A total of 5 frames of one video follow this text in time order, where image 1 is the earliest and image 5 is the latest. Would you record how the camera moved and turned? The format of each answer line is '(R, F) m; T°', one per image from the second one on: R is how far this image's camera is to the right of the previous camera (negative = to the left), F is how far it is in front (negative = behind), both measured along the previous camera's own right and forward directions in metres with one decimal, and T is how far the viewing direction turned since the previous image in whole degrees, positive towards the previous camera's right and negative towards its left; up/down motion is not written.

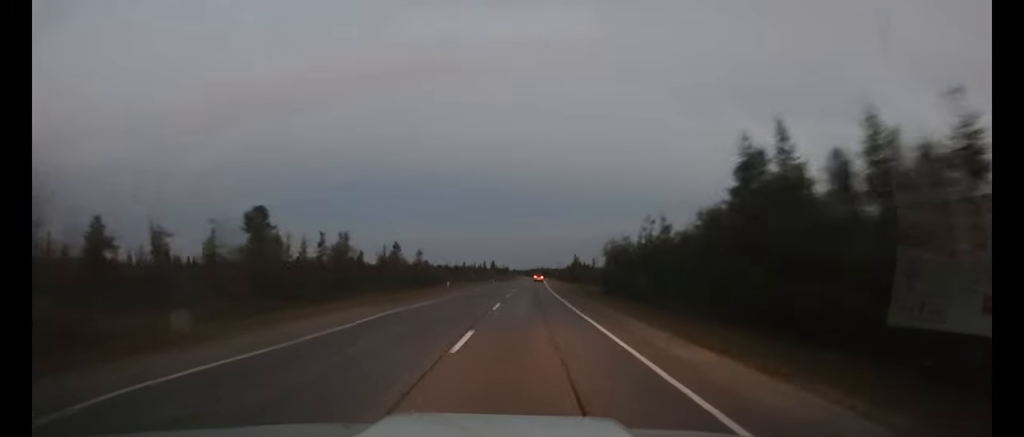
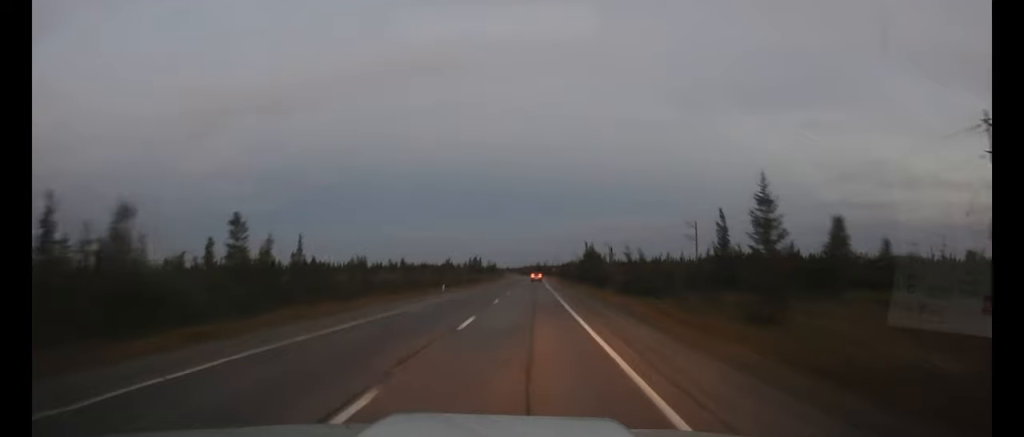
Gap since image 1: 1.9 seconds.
(+0.3, +55.8) m; +1°
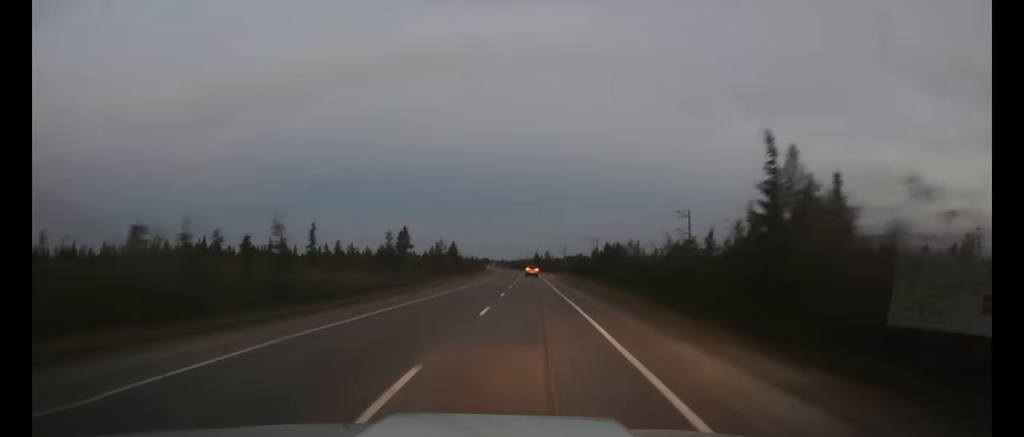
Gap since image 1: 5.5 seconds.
(+0.8, +106.1) m; +1°
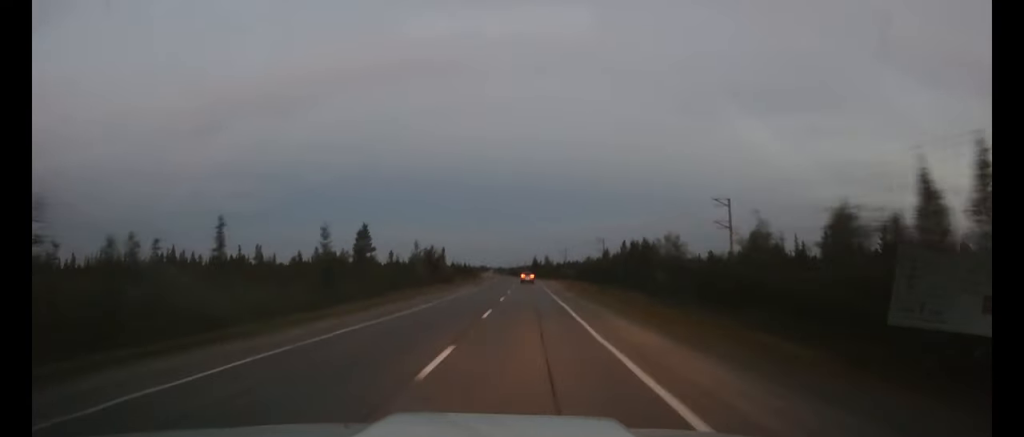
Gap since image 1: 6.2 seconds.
(0.0, +21.1) m; 0°
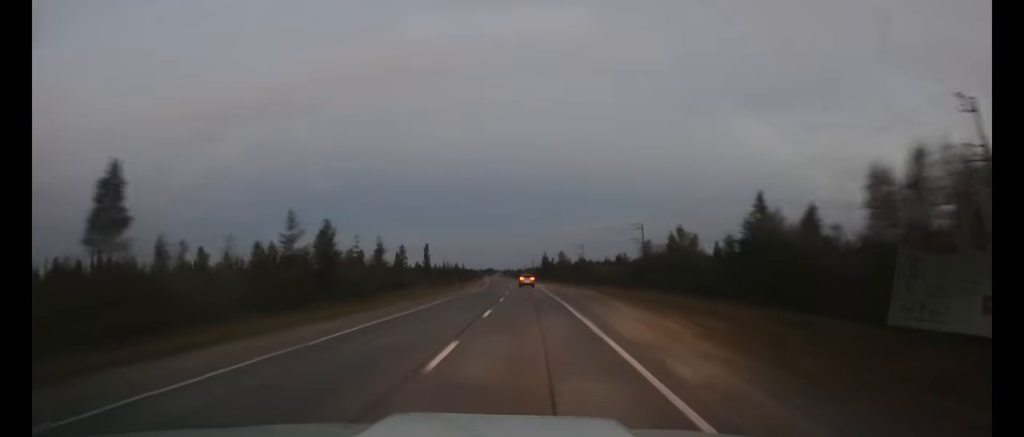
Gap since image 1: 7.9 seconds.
(0.0, +47.3) m; 0°
